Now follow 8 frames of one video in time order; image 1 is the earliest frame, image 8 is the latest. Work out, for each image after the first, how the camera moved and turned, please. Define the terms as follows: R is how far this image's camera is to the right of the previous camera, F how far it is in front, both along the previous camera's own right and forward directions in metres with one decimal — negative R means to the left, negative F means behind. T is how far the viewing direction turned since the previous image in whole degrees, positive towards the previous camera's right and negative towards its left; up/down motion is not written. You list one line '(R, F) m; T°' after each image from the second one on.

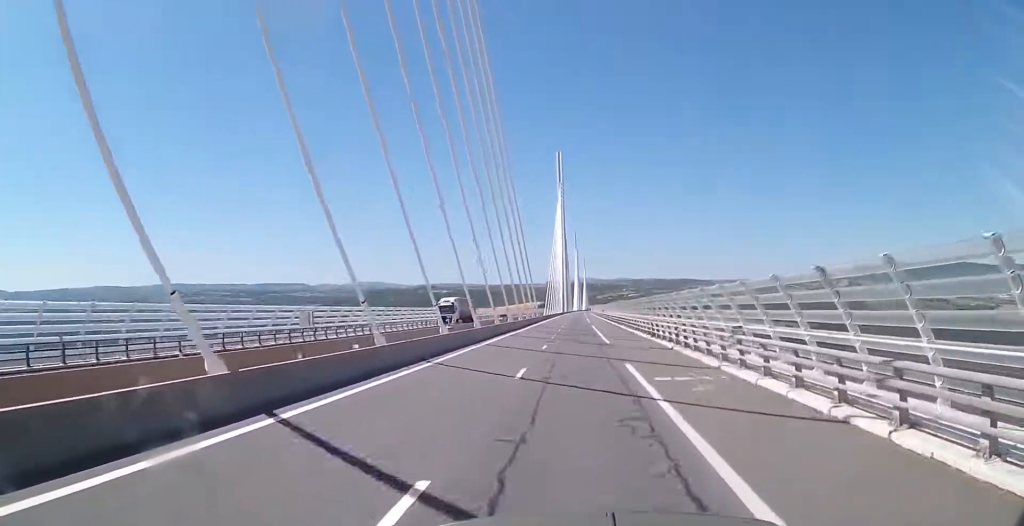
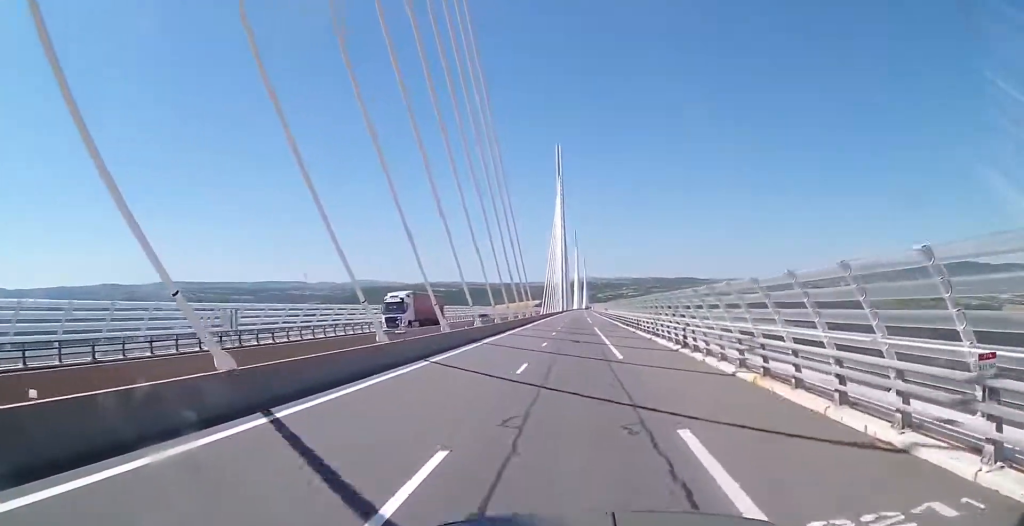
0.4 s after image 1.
(+0.1, +11.8) m; 0°
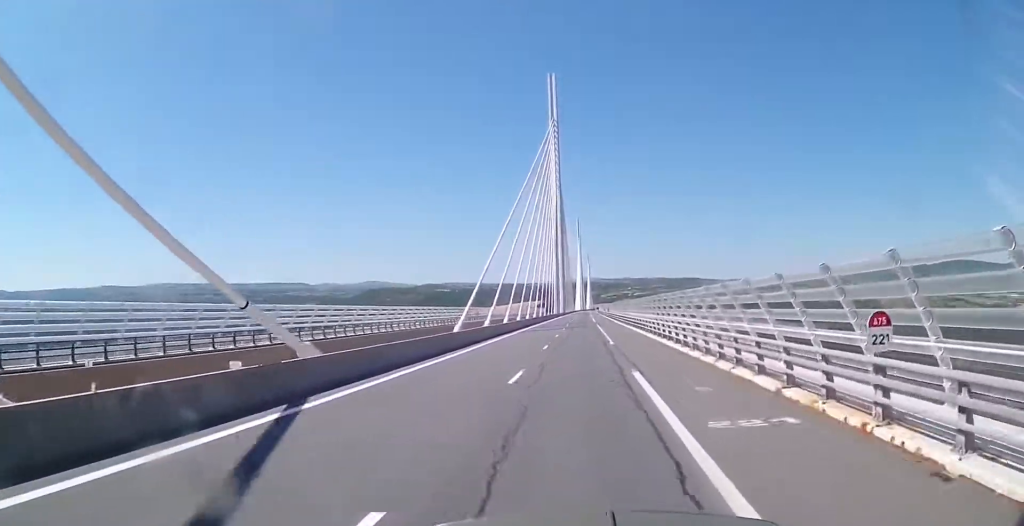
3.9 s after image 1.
(0.0, +94.7) m; 0°
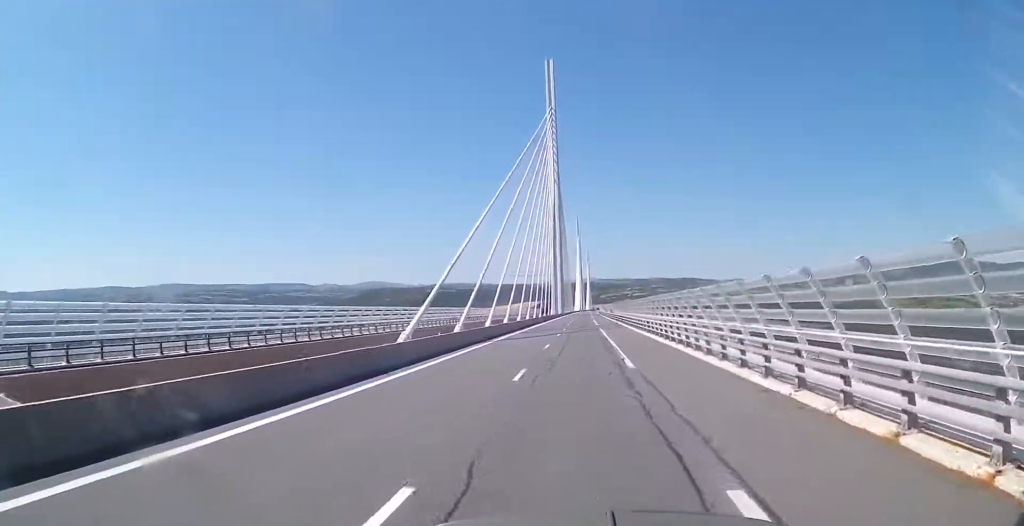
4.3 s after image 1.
(-0.1, +12.4) m; 0°
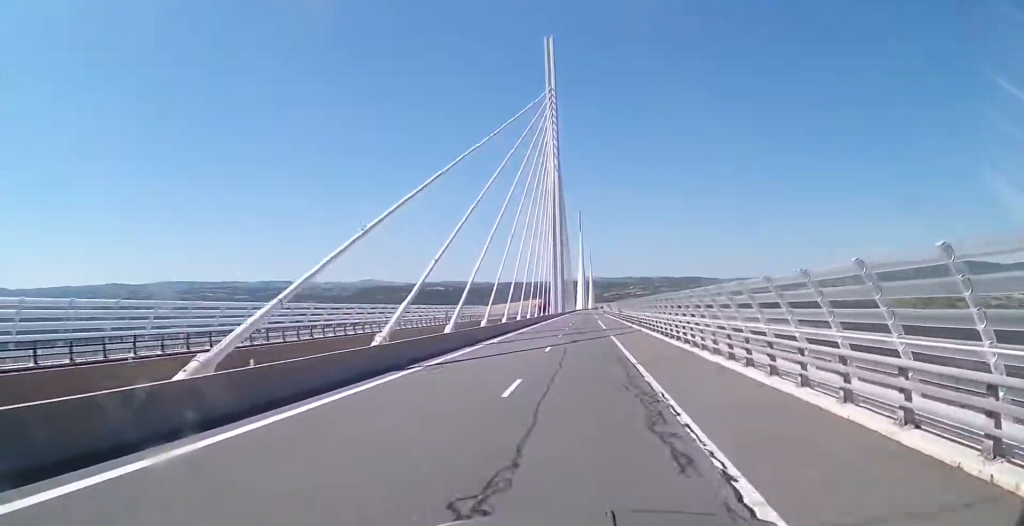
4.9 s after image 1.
(-0.2, +16.5) m; 0°
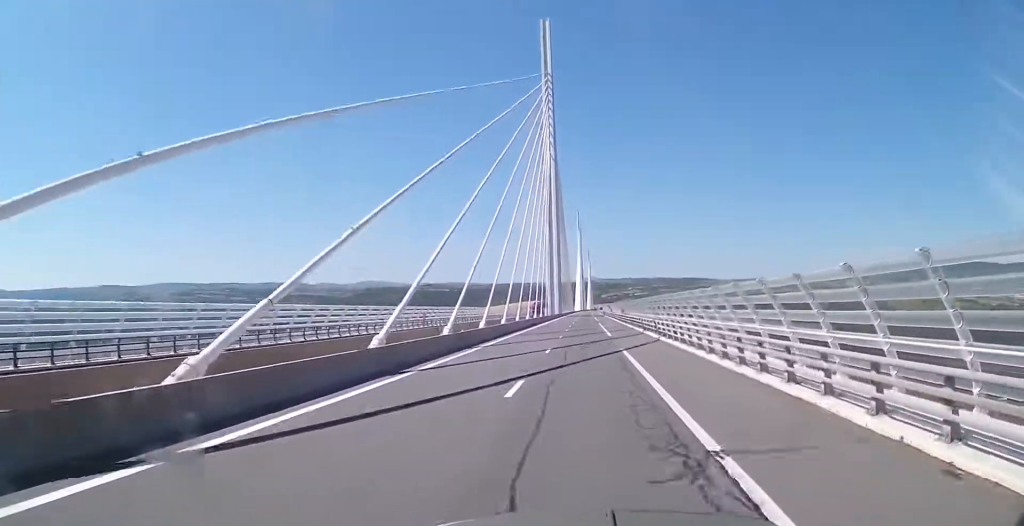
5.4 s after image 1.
(0.0, +12.8) m; 0°
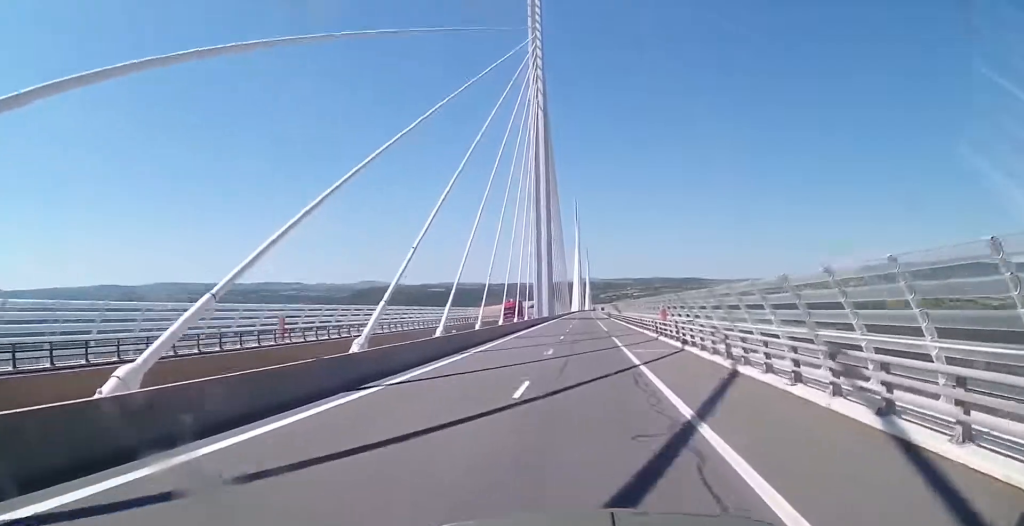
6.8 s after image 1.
(0.0, +39.2) m; +1°
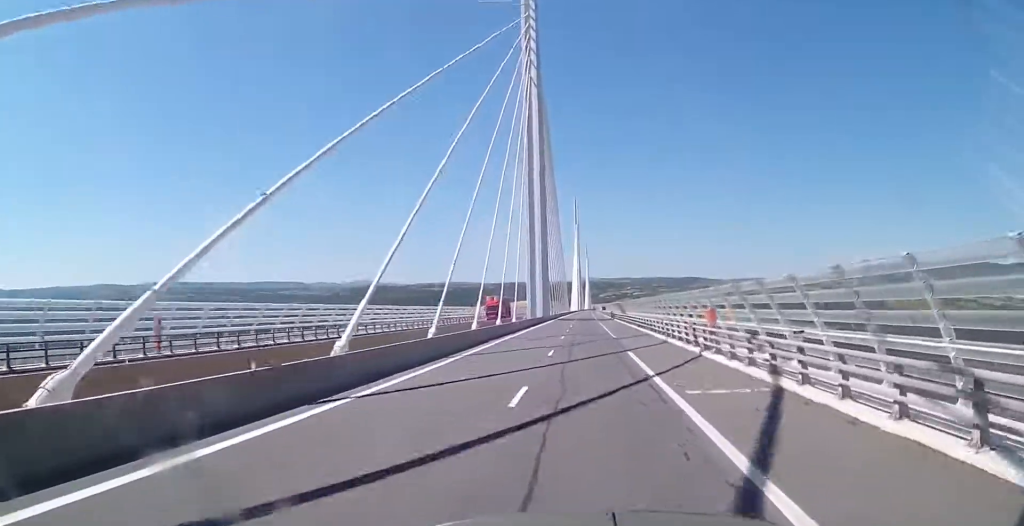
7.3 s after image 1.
(+0.2, +13.7) m; 0°
